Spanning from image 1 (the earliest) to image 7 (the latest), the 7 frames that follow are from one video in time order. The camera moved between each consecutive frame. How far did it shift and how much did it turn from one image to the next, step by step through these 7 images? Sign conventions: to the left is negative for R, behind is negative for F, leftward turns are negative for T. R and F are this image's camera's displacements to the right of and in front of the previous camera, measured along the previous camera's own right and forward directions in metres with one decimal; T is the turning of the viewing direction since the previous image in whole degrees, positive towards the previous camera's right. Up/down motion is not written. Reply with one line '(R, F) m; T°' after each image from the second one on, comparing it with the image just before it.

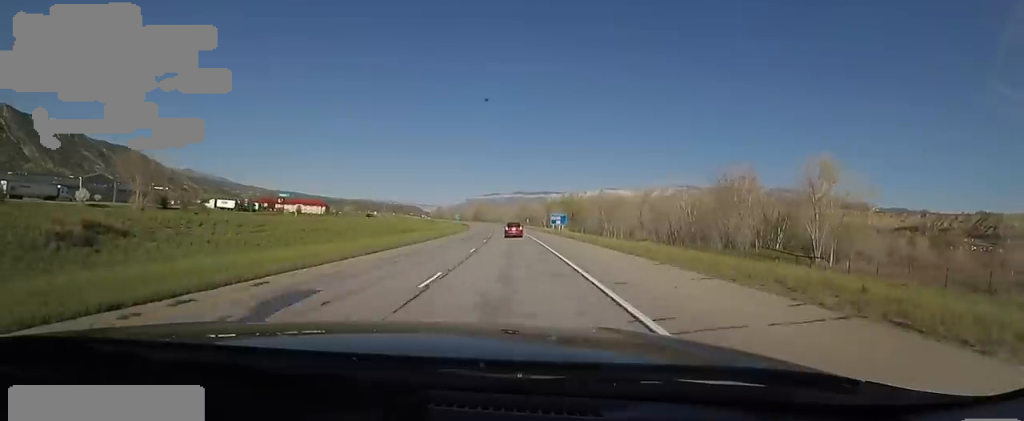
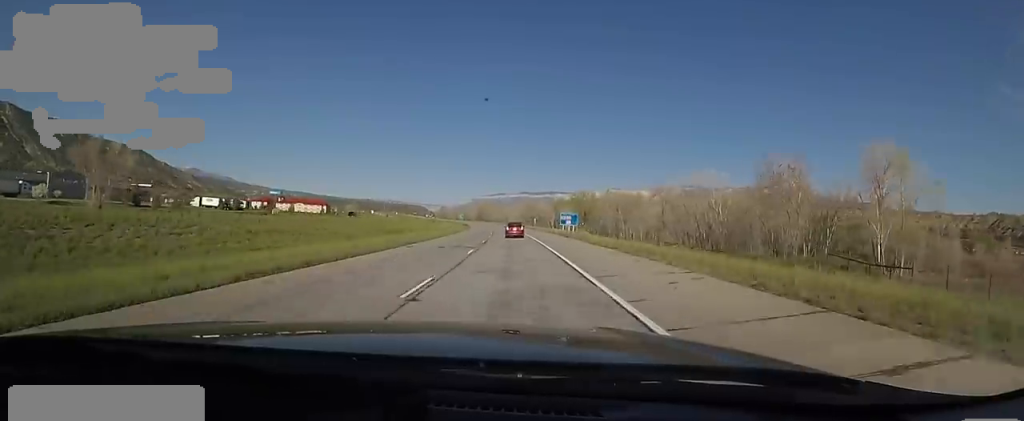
(0.0, +14.3) m; 0°
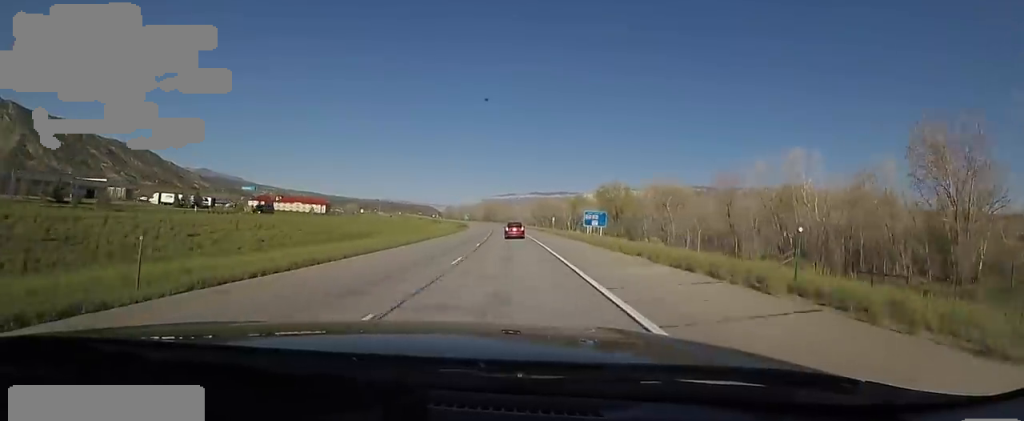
(0.0, +29.5) m; -2°
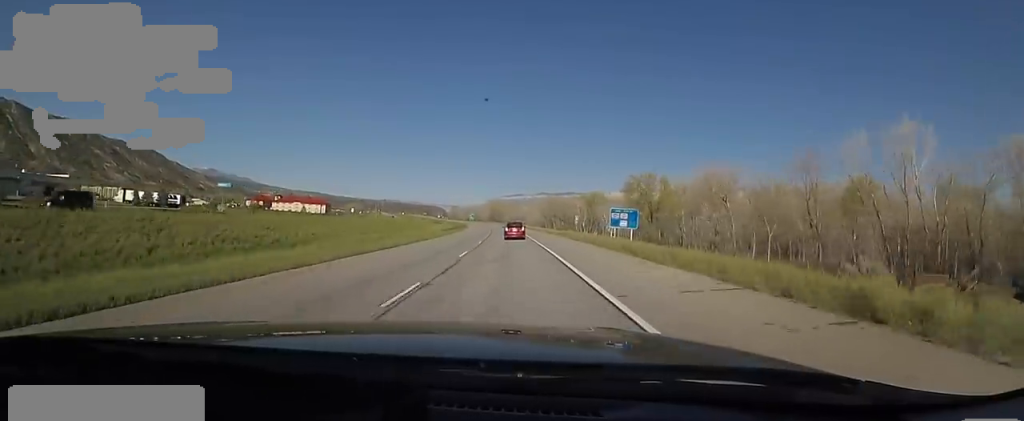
(-0.4, +20.4) m; -1°
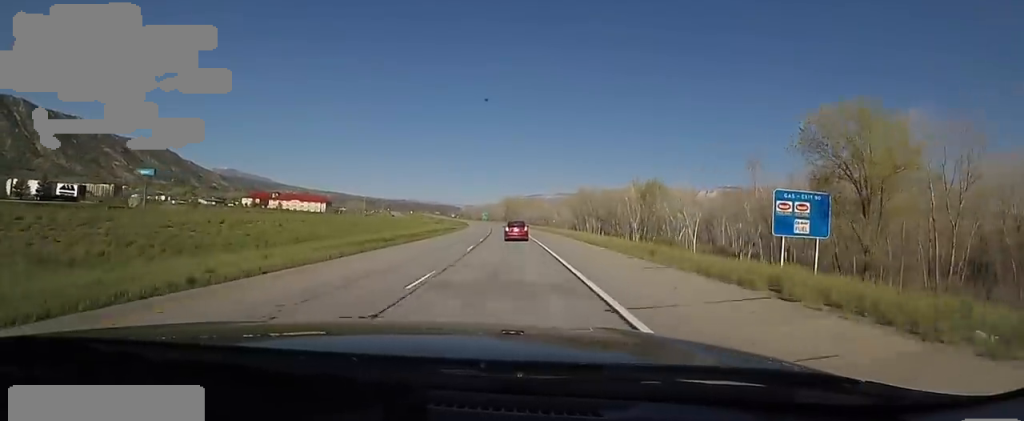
(+0.1, +45.1) m; -2°
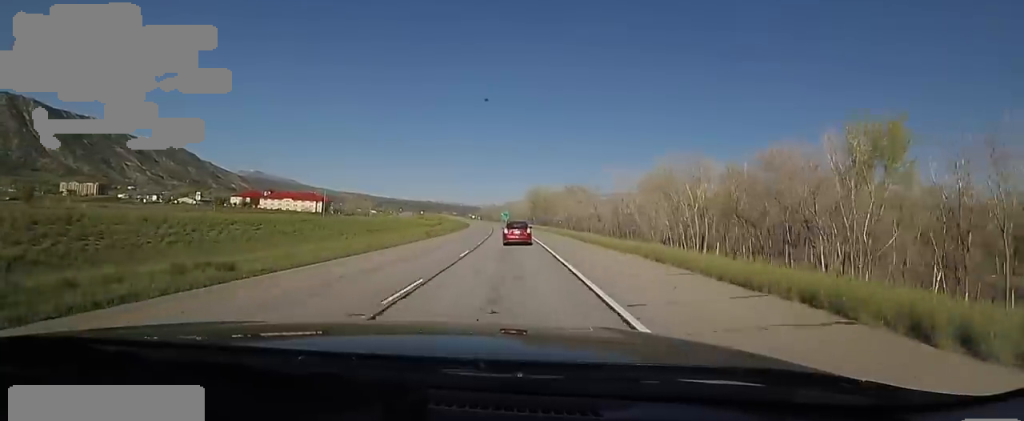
(-3.3, +63.2) m; -2°
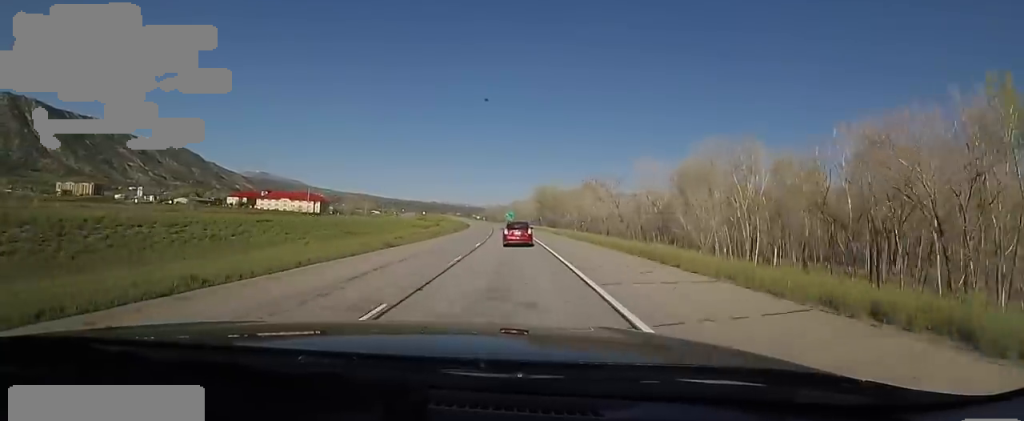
(+0.1, +14.6) m; -1°
